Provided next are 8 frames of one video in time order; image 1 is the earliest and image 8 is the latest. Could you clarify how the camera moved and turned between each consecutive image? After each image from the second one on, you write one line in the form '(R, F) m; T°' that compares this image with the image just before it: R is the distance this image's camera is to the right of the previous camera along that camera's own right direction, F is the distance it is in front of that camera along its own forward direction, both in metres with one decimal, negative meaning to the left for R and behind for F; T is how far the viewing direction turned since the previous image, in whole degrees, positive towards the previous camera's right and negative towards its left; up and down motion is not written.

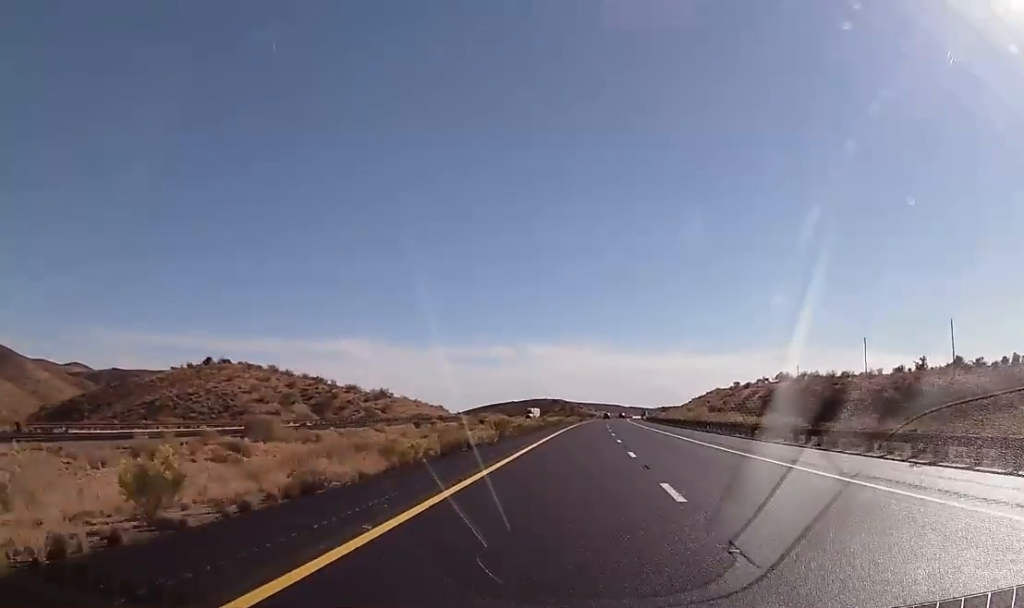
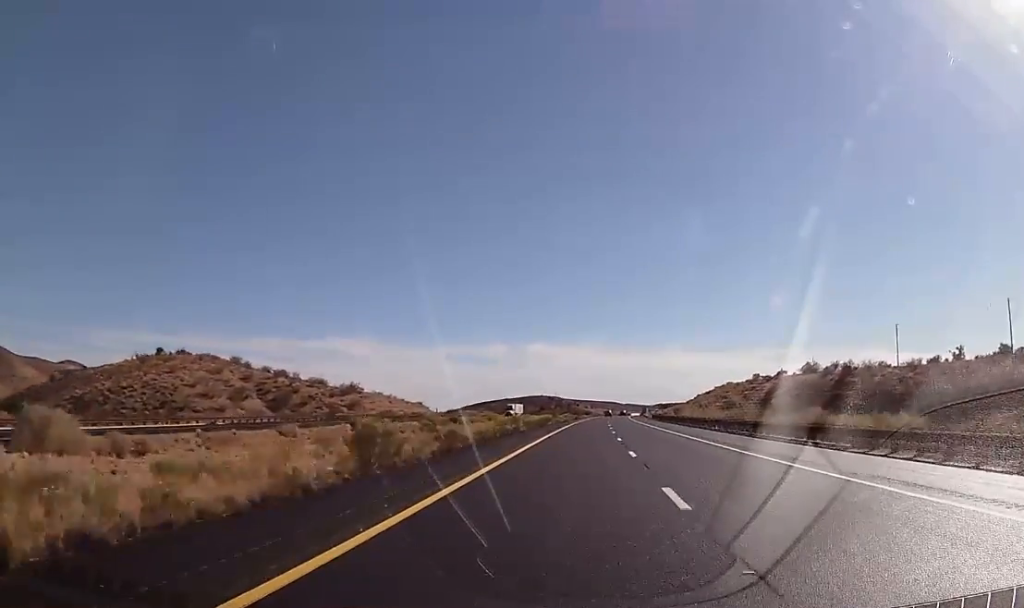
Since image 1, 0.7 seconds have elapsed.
(+0.1, +25.3) m; 0°
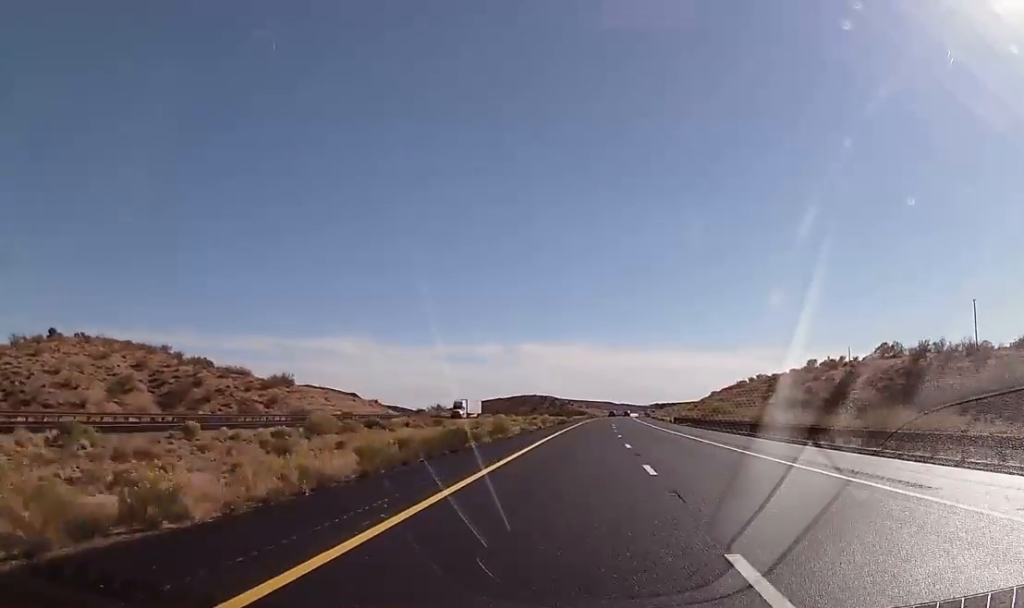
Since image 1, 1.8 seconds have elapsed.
(+0.3, +42.8) m; +1°
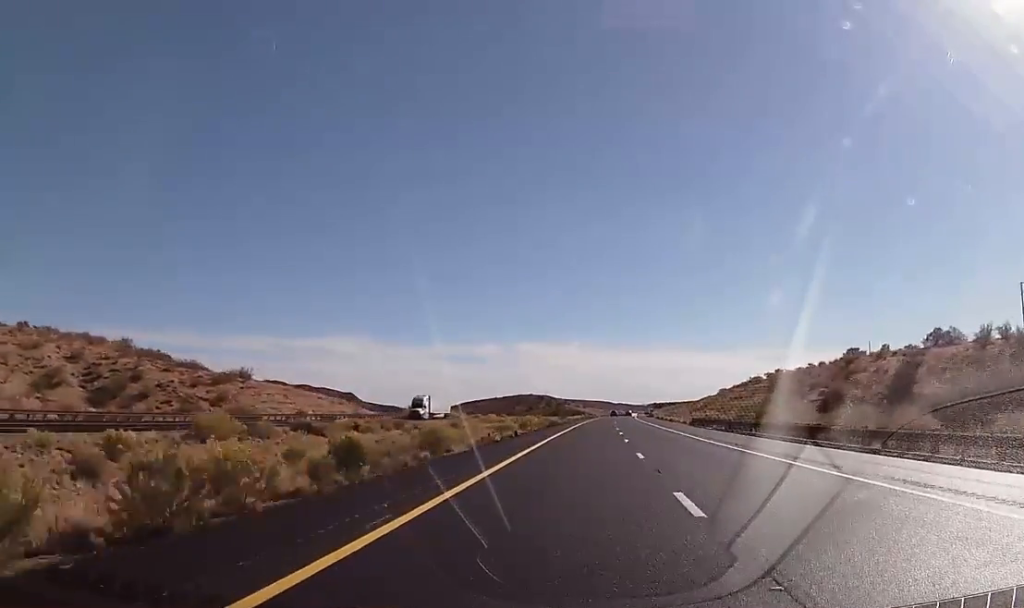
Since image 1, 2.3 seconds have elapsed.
(+0.1, +18.8) m; 0°
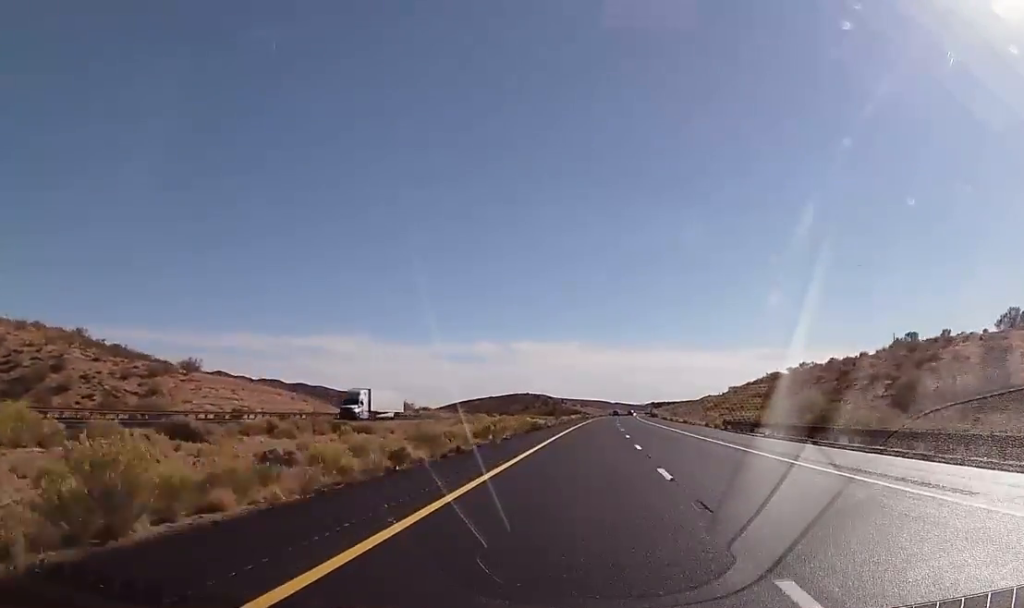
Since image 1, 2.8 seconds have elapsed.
(0.0, +18.9) m; 0°
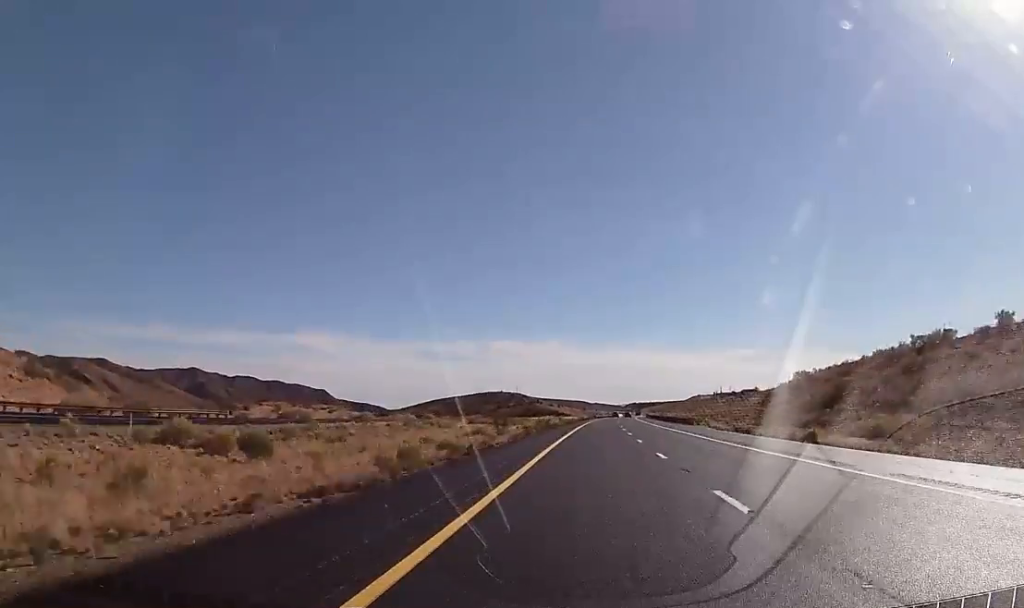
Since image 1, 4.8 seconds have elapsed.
(+0.5, +77.1) m; +1°
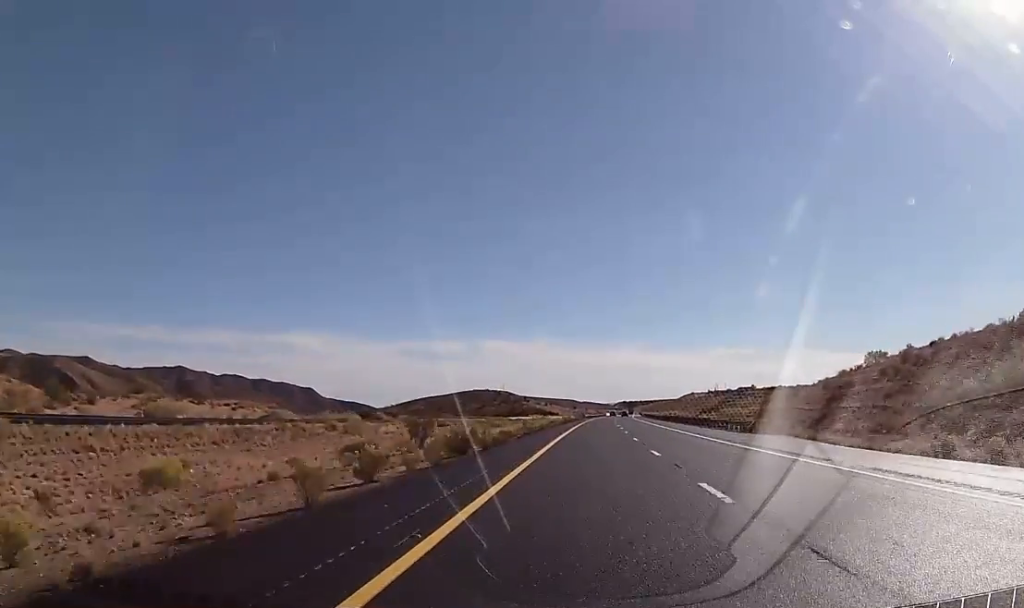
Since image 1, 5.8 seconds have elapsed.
(+0.4, +35.3) m; +1°
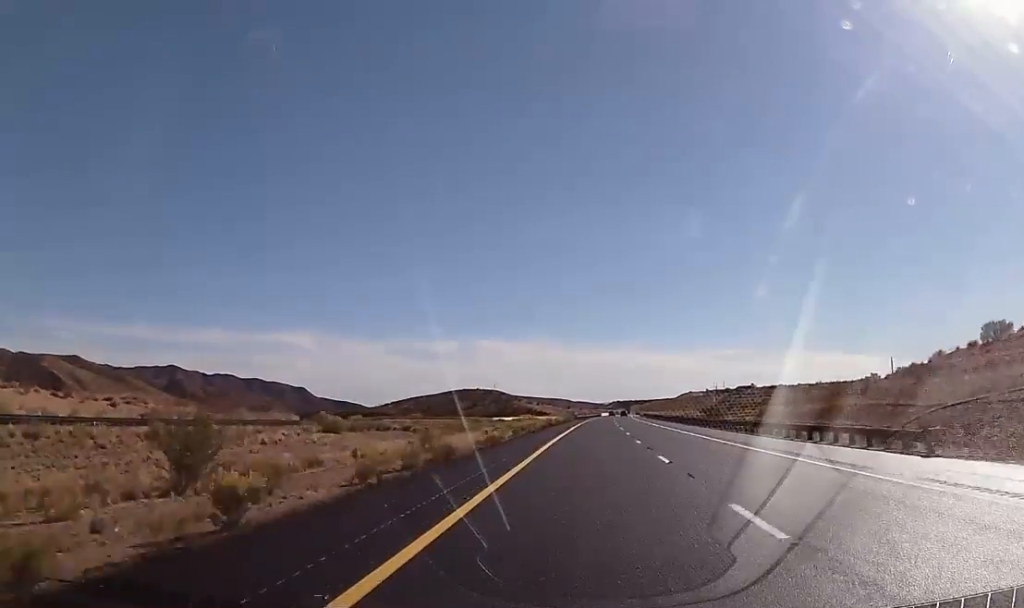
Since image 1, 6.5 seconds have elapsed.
(+0.2, +27.7) m; +1°
